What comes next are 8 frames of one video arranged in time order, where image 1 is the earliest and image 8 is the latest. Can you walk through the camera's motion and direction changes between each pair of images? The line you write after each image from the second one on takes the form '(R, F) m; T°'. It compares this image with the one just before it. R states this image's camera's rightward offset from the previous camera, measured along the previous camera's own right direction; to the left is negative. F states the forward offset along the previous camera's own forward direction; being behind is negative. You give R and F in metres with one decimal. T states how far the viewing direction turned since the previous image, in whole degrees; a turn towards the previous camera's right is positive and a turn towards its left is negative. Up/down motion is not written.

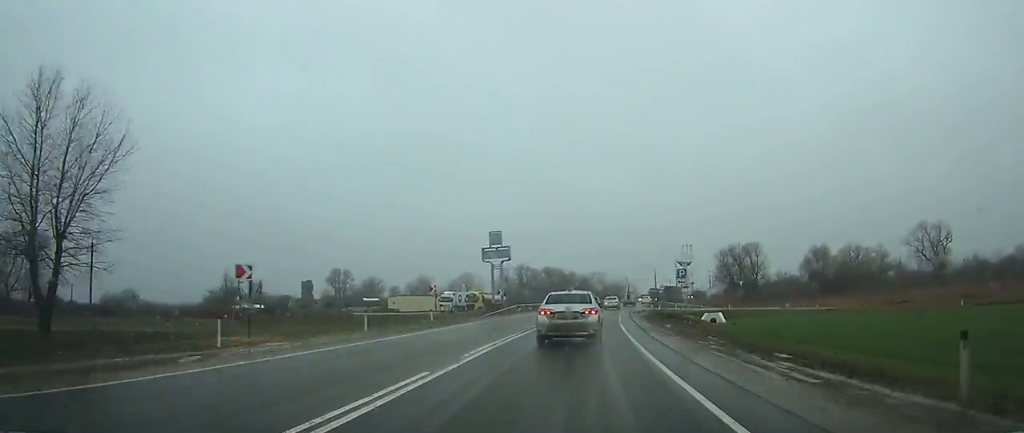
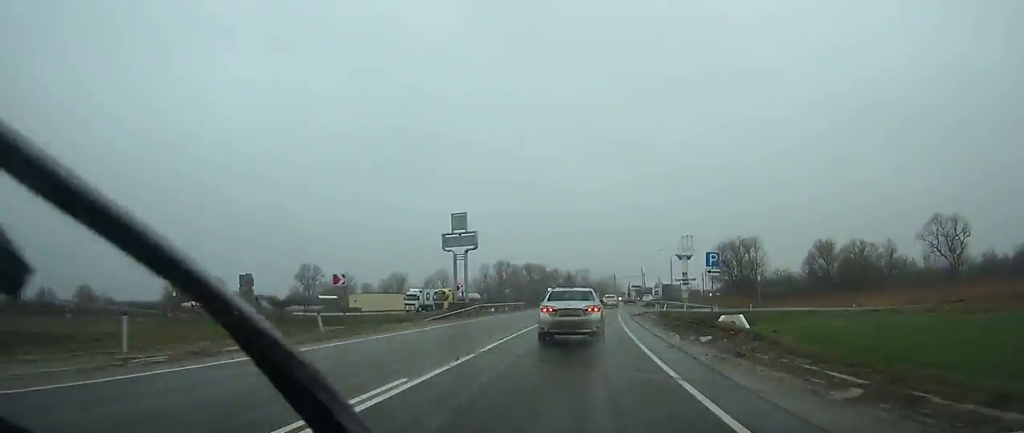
(+0.4, +12.4) m; +2°
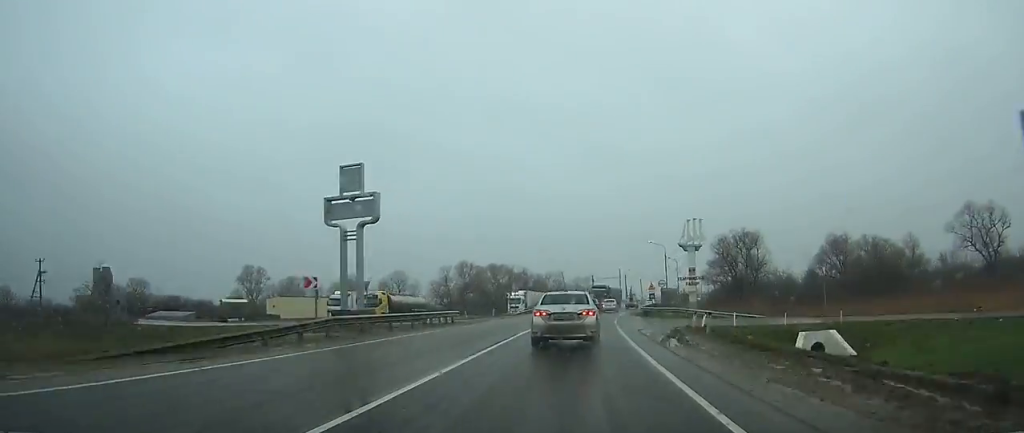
(+0.5, +20.8) m; +3°
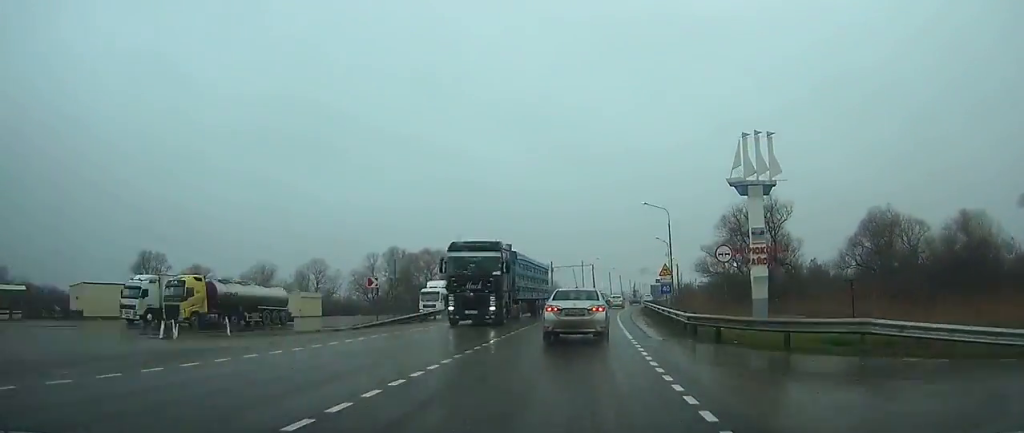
(+1.1, +32.2) m; +4°
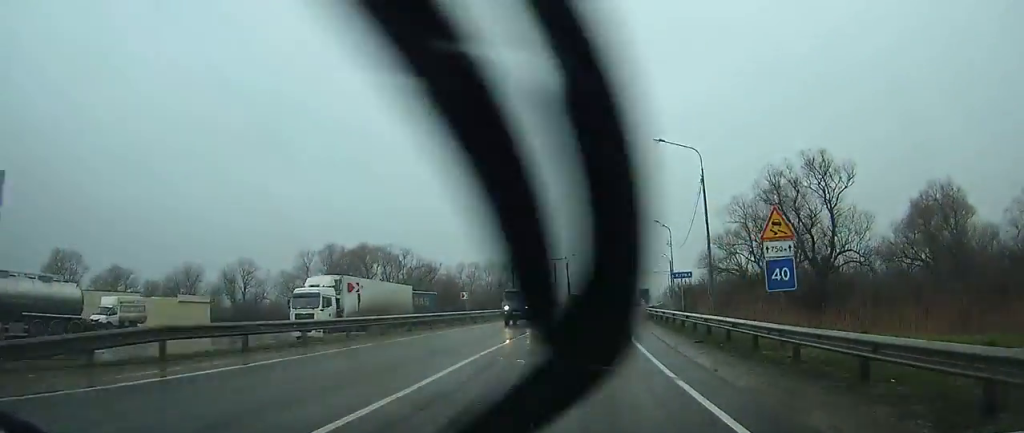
(+0.6, +24.0) m; +3°
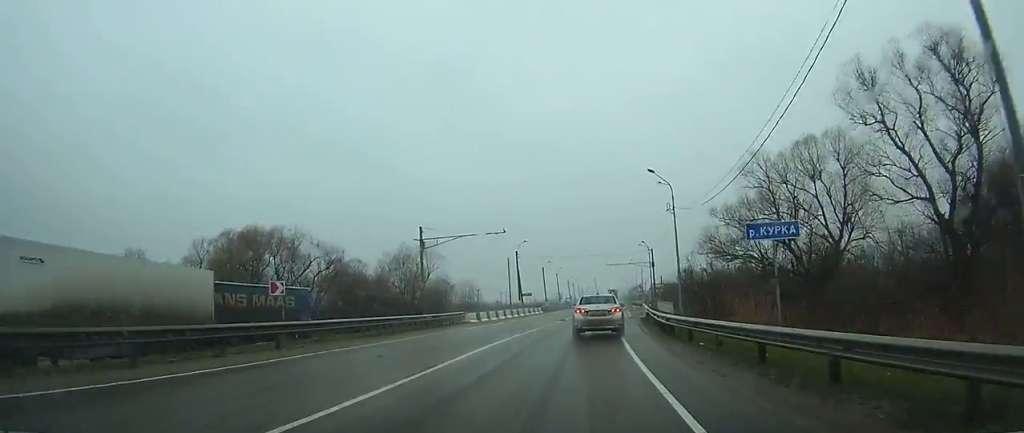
(+0.8, +24.9) m; +3°
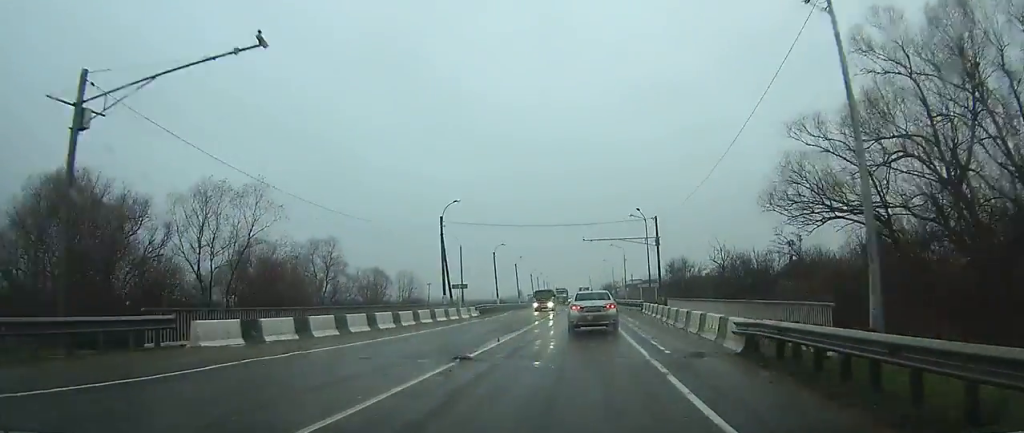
(+0.7, +28.9) m; +3°
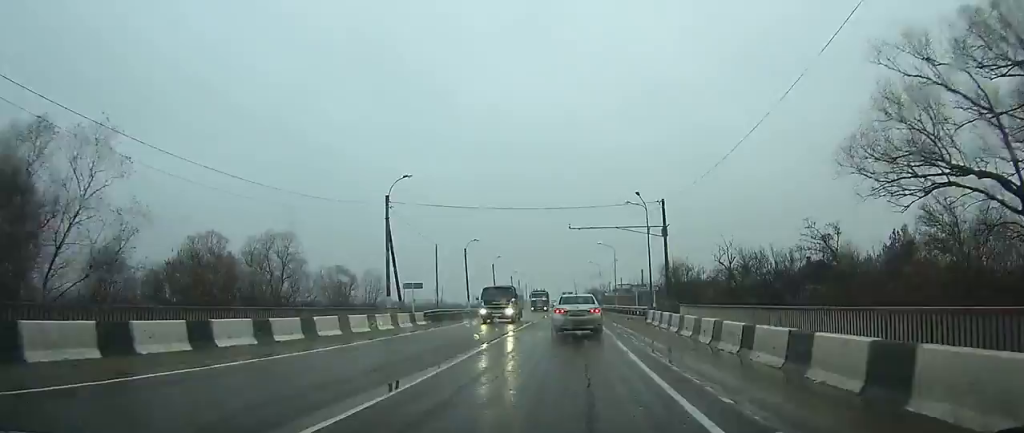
(+0.1, +11.0) m; 0°
